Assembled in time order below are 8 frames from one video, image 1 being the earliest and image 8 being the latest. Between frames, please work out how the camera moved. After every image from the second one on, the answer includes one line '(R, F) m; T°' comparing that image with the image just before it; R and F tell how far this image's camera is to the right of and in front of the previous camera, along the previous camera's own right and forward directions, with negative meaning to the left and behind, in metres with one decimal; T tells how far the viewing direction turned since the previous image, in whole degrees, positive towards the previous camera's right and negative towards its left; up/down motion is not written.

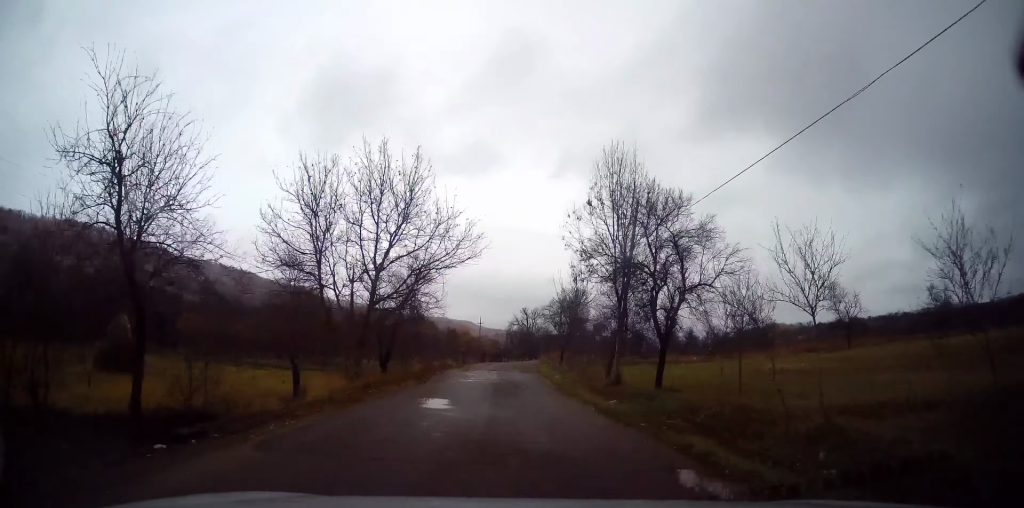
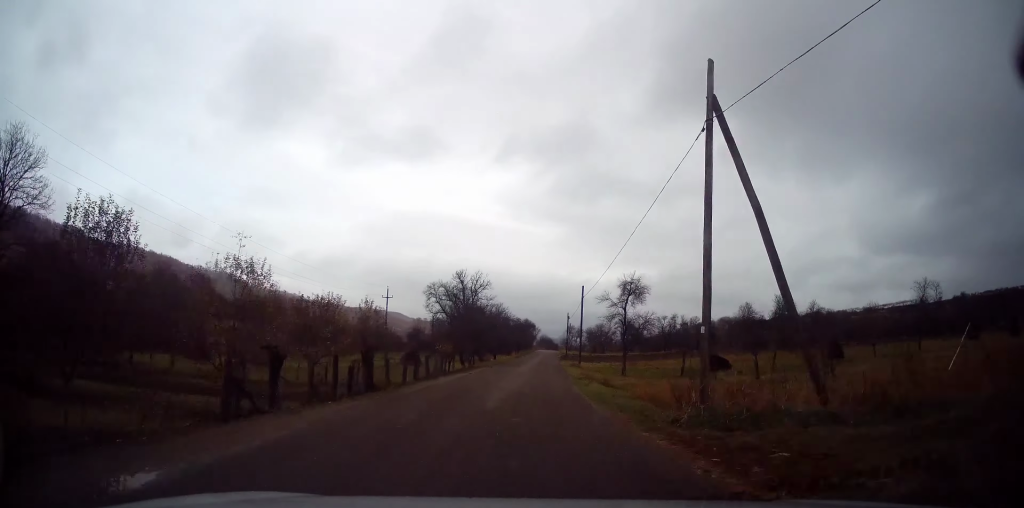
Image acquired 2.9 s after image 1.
(+3.3, +51.2) m; +7°
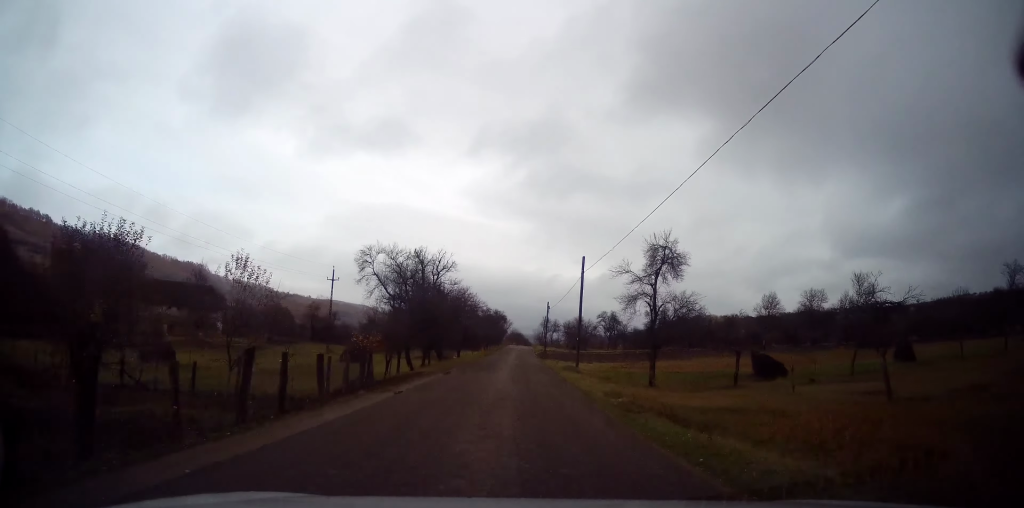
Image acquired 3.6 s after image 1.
(+0.1, +13.9) m; +2°
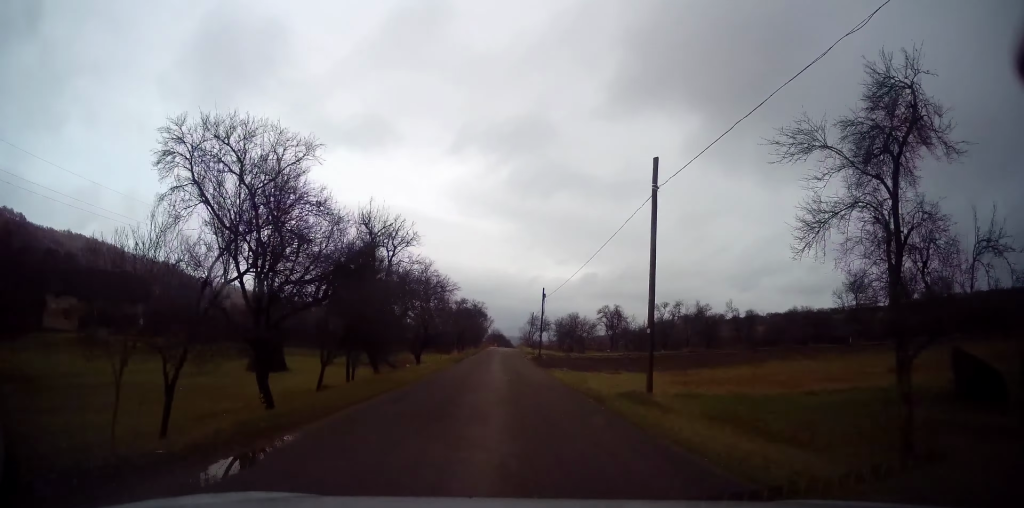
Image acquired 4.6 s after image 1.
(+0.4, +17.8) m; +3°
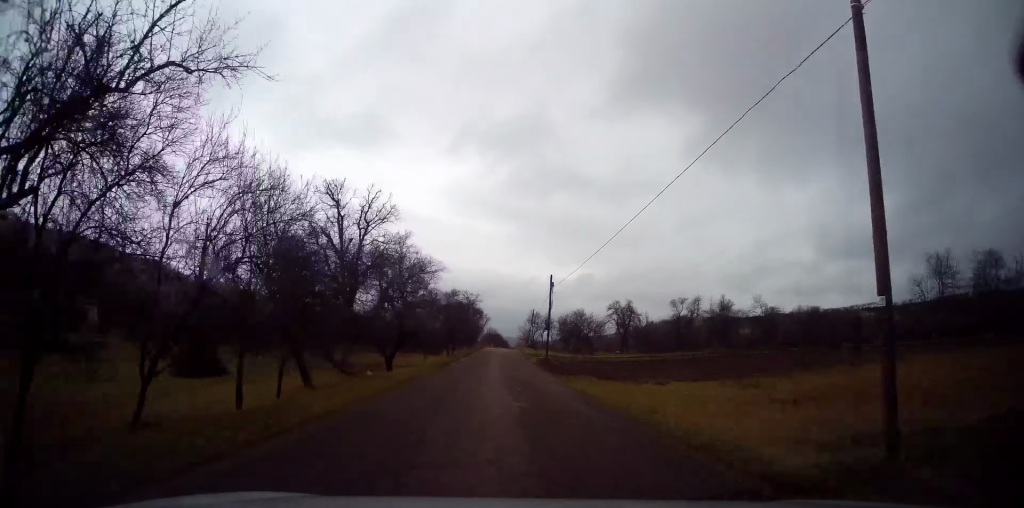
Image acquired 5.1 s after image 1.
(+0.1, +9.3) m; +2°
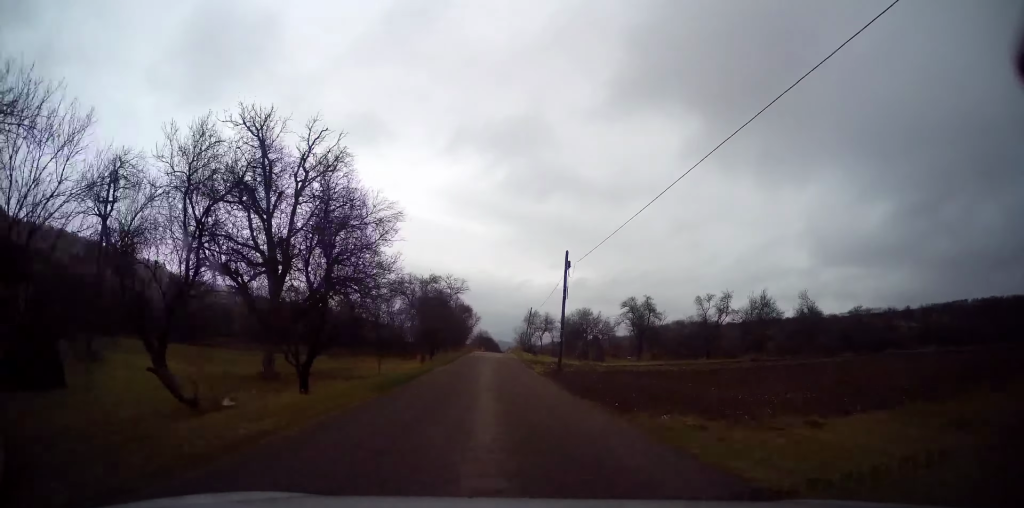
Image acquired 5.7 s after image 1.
(+0.4, +11.9) m; 0°
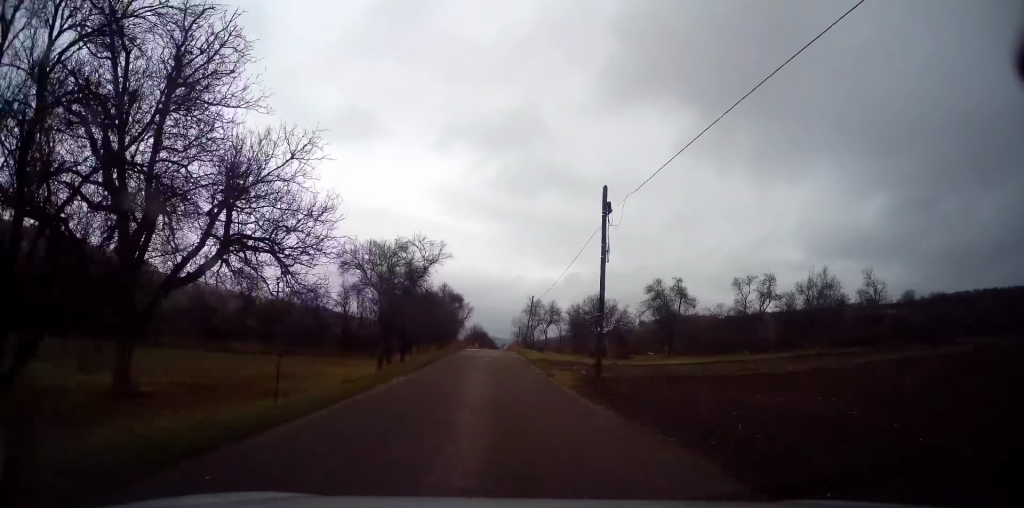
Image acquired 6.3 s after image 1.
(0.0, +11.3) m; 0°
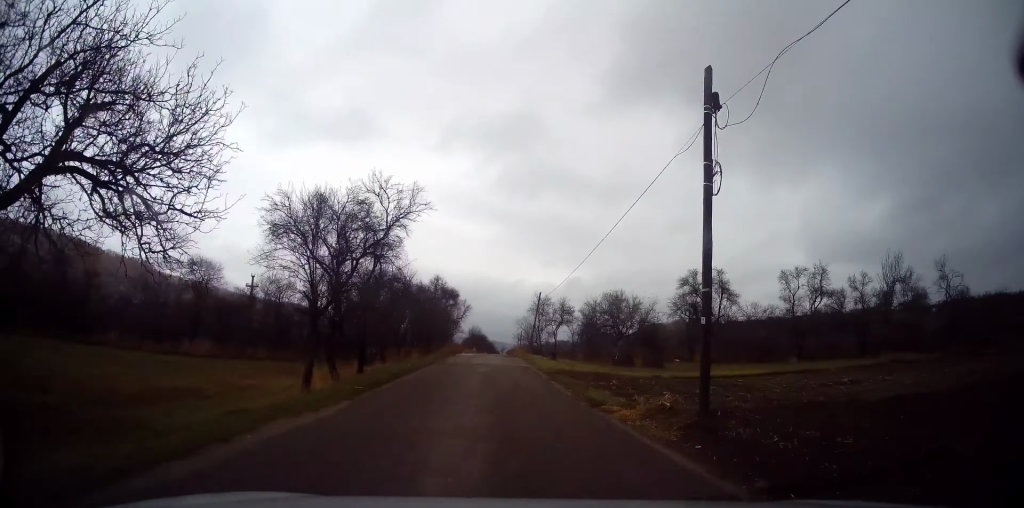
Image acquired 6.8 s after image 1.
(-0.1, +8.7) m; -1°
